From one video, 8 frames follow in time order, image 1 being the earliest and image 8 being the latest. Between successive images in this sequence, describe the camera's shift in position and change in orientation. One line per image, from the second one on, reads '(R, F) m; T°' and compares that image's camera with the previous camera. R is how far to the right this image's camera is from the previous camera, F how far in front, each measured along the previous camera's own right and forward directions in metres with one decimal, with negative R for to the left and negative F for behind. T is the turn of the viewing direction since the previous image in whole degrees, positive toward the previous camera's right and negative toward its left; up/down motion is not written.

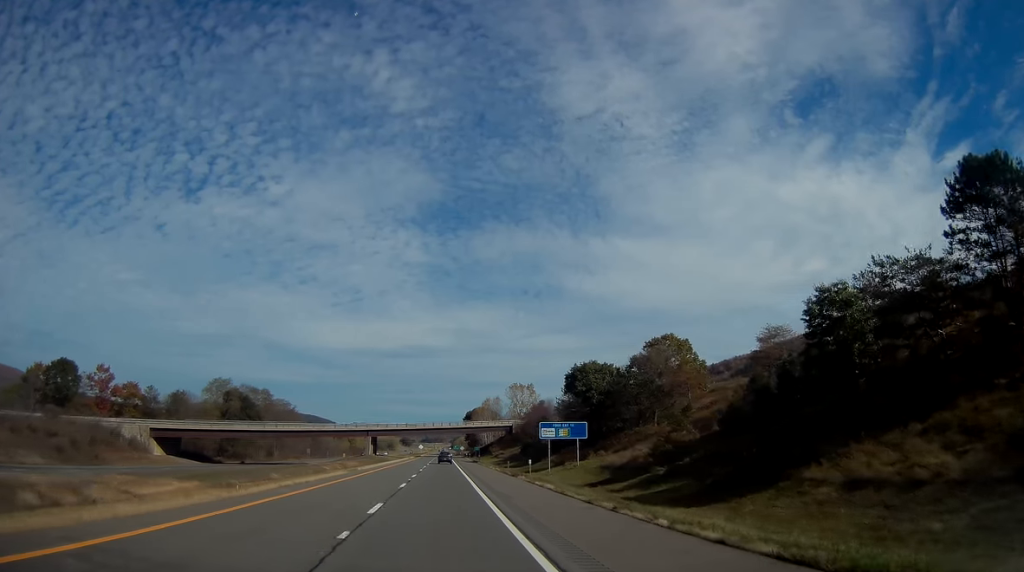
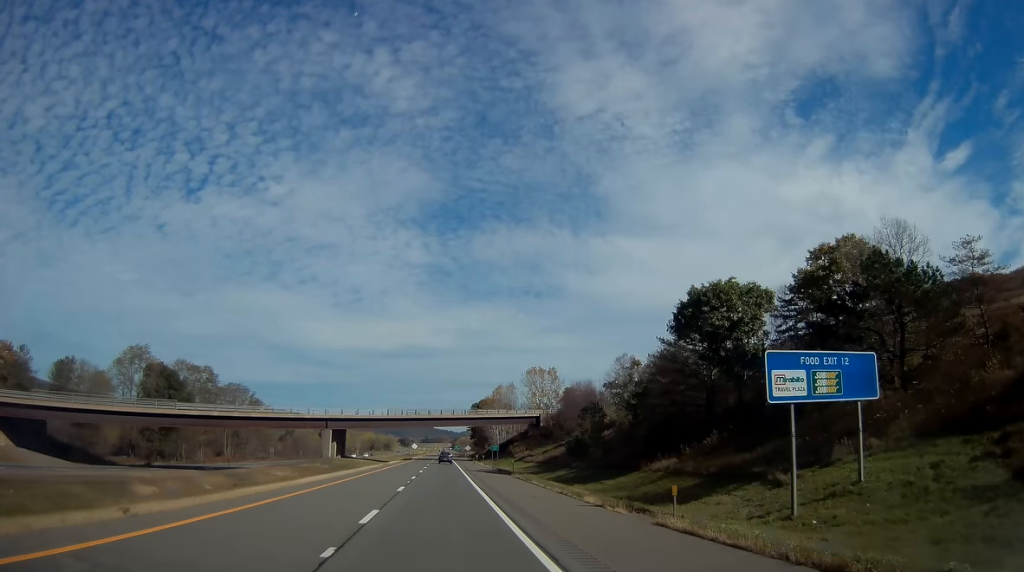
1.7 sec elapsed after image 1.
(+0.4, +50.9) m; 0°
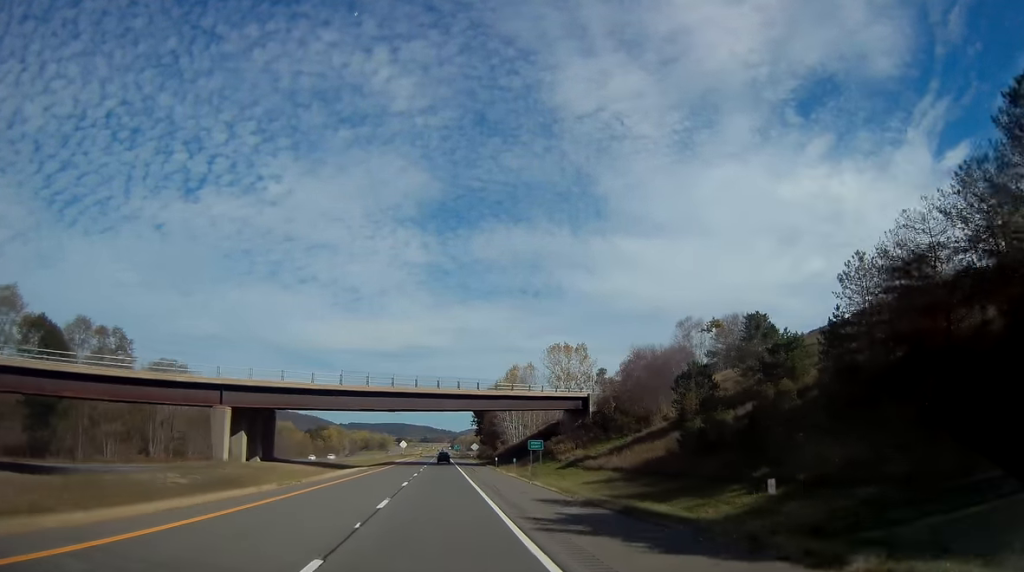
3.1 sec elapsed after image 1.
(-0.2, +44.8) m; 0°
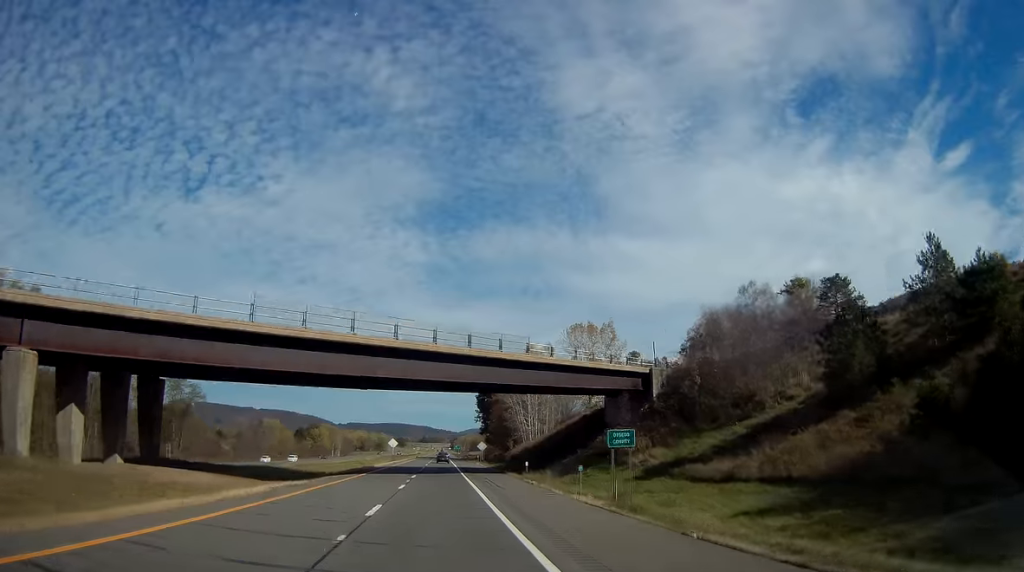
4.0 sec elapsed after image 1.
(+0.2, +26.4) m; +1°
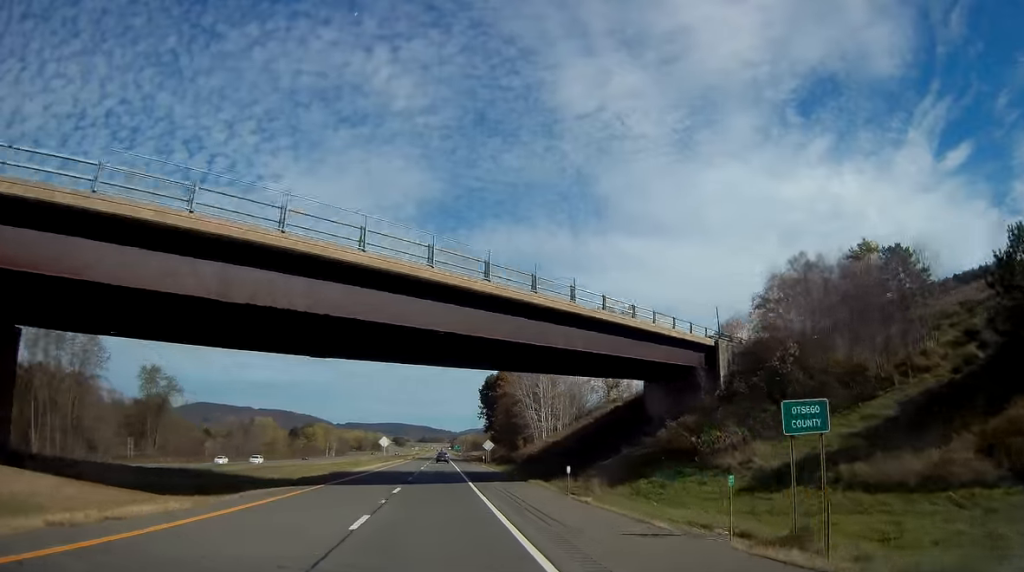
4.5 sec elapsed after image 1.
(0.0, +15.2) m; 0°
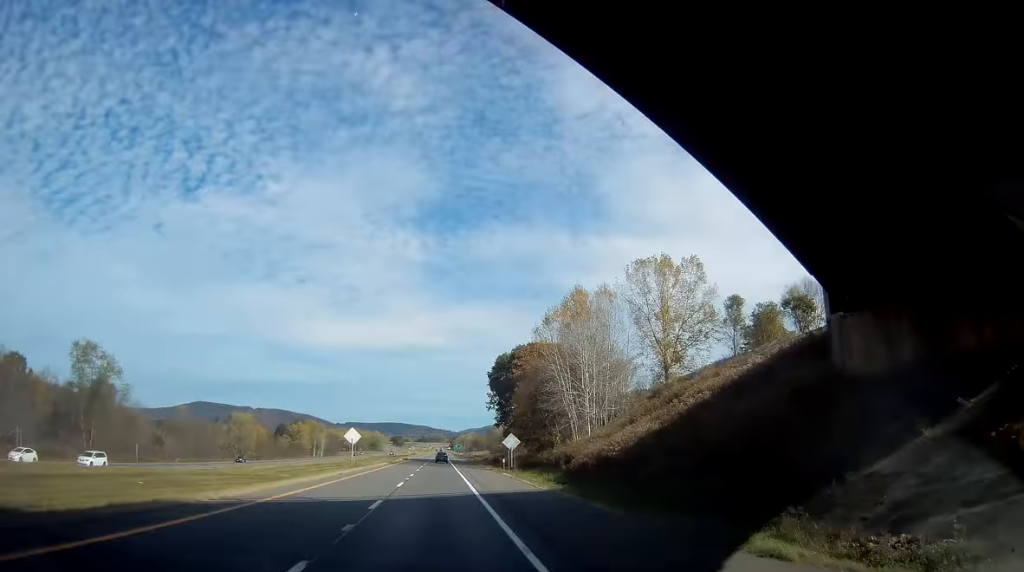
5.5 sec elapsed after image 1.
(+0.2, +31.4) m; -1°
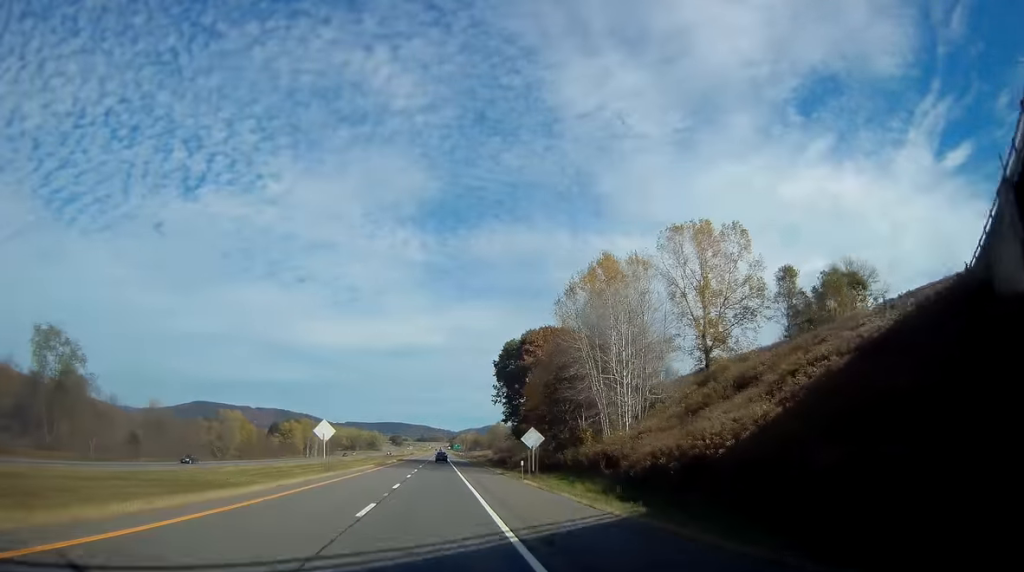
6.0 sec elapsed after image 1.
(-0.2, +14.2) m; 0°
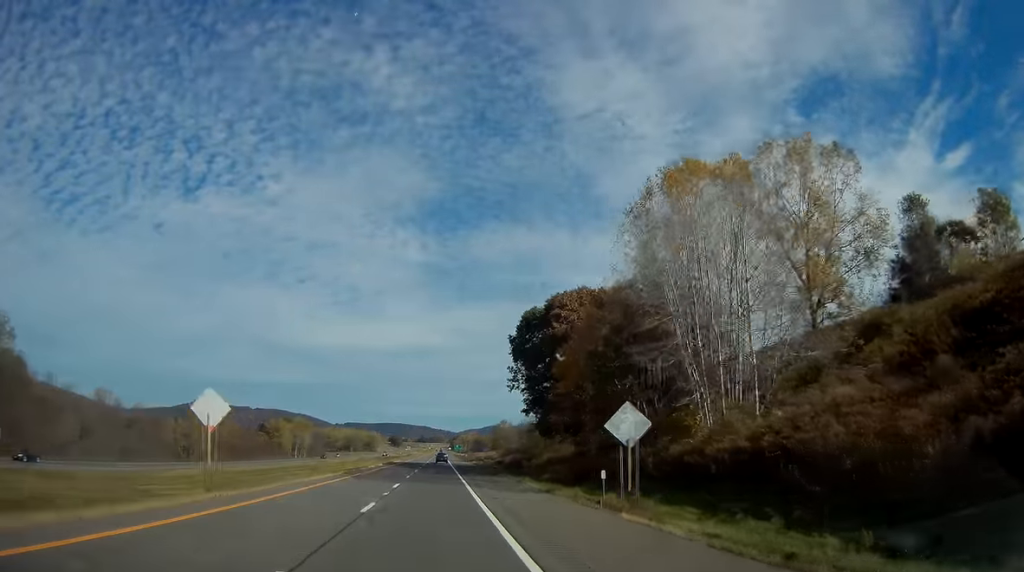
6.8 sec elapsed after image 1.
(-0.3, +23.4) m; 0°
